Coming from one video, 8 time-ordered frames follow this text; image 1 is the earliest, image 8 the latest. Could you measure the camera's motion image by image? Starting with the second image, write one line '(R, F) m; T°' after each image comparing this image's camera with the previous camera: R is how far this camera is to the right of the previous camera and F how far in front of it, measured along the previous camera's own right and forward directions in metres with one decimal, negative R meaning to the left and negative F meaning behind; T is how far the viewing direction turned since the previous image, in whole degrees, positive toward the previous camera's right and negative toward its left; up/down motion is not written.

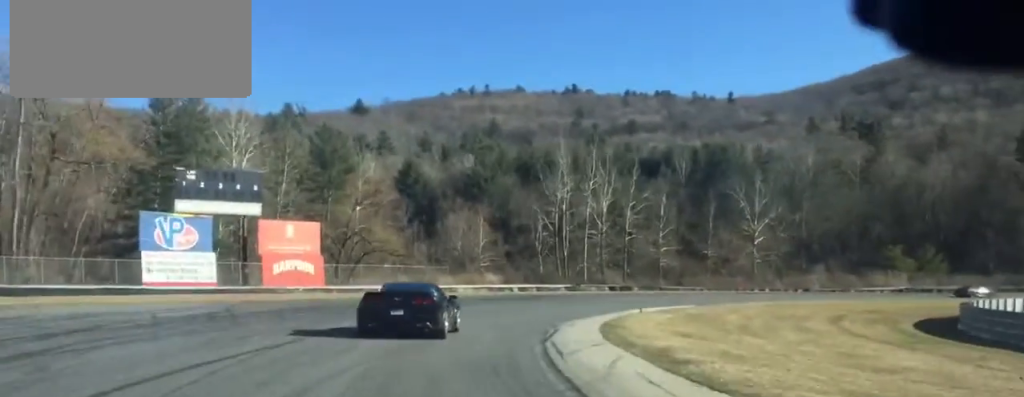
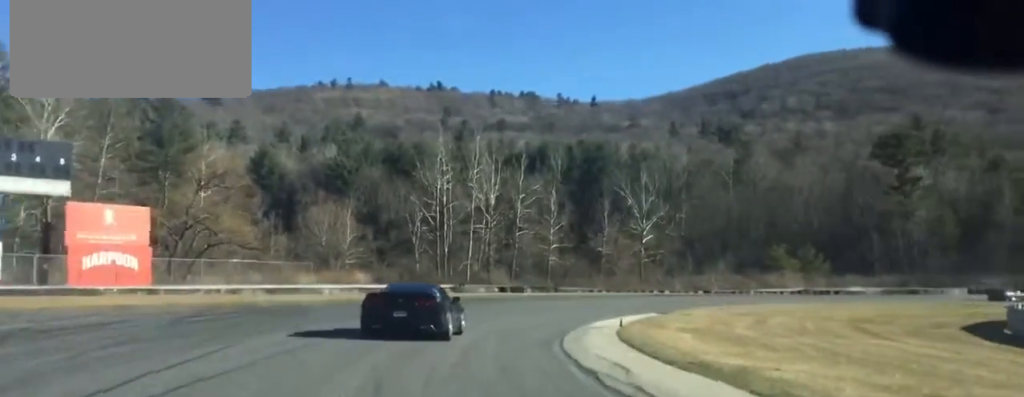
(+0.1, +14.7) m; +10°
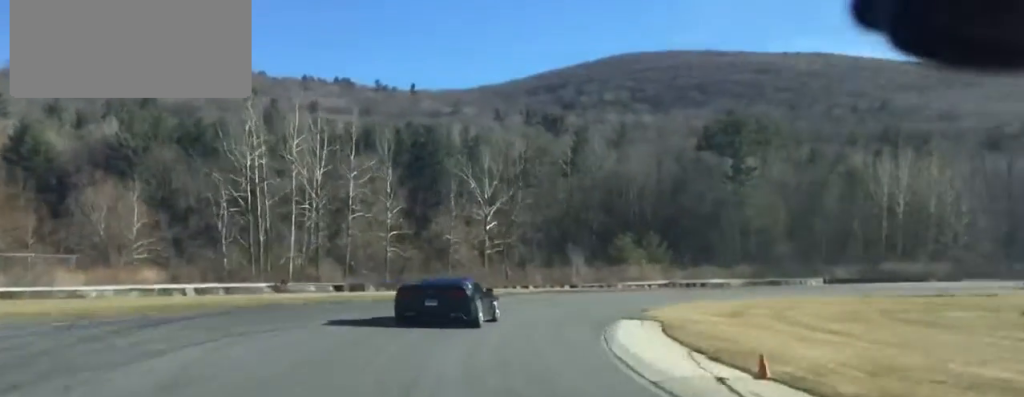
(+3.1, +17.6) m; +14°
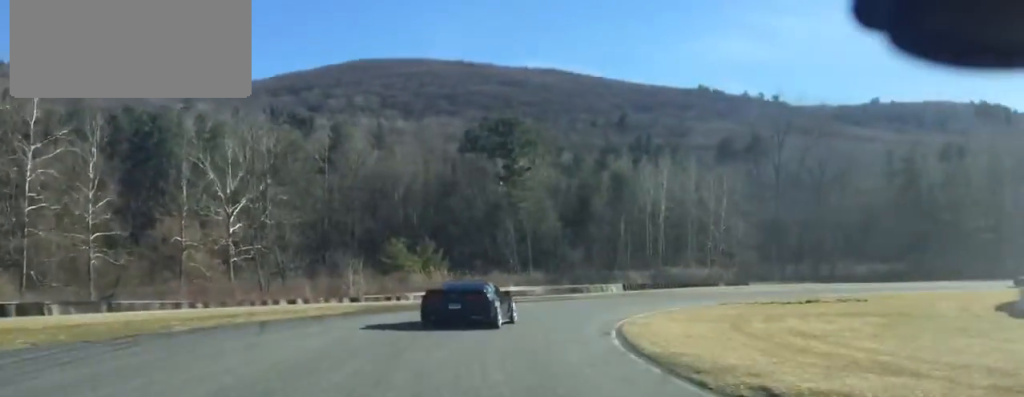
(+2.9, +19.6) m; +14°
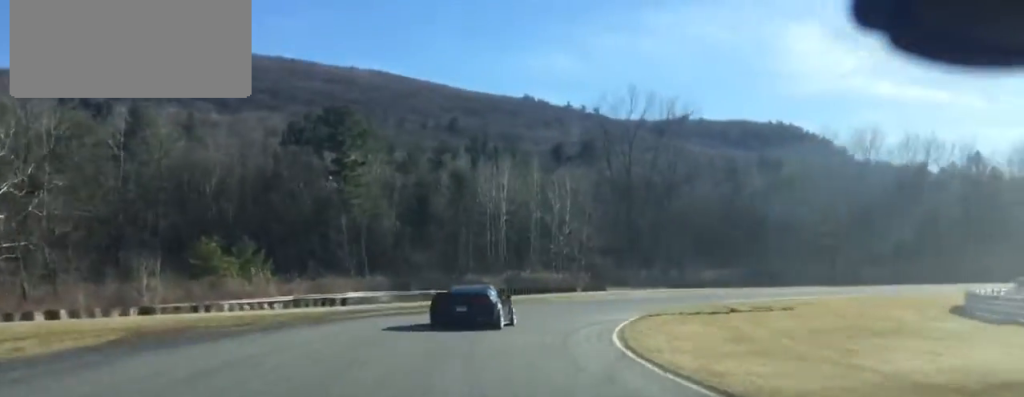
(+0.9, +14.2) m; +9°
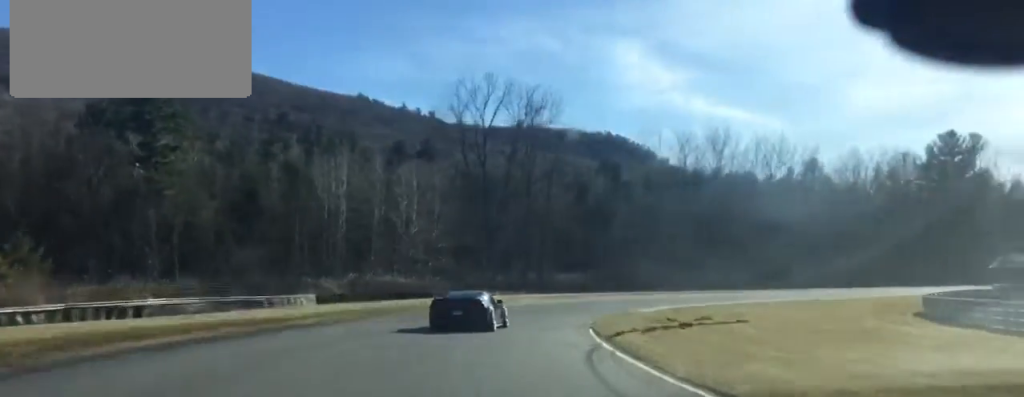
(+0.8, +14.3) m; +13°
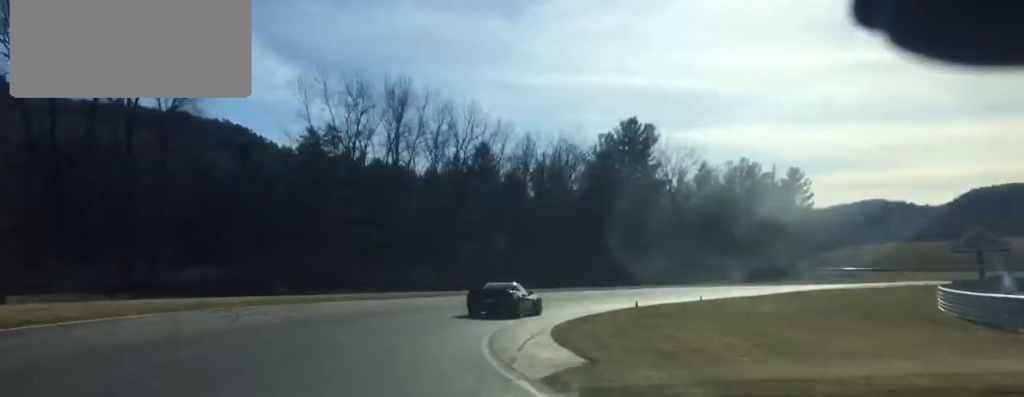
(+10.0, +33.0) m; +29°
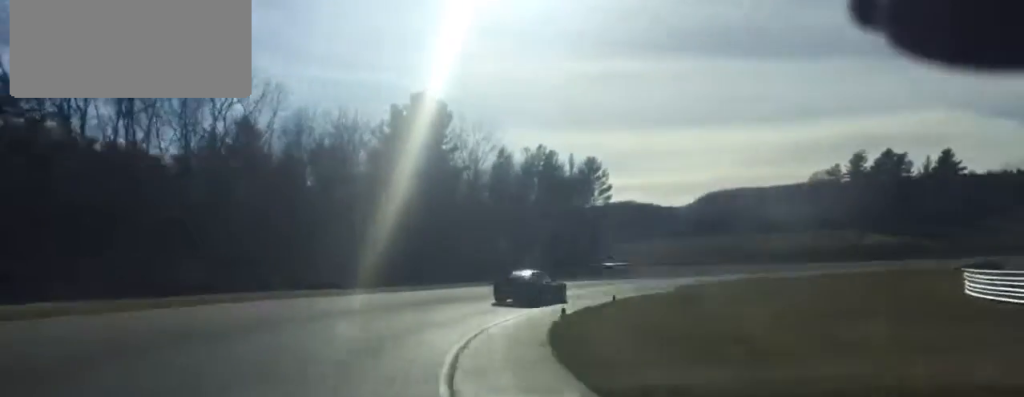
(+1.1, +18.6) m; +10°
